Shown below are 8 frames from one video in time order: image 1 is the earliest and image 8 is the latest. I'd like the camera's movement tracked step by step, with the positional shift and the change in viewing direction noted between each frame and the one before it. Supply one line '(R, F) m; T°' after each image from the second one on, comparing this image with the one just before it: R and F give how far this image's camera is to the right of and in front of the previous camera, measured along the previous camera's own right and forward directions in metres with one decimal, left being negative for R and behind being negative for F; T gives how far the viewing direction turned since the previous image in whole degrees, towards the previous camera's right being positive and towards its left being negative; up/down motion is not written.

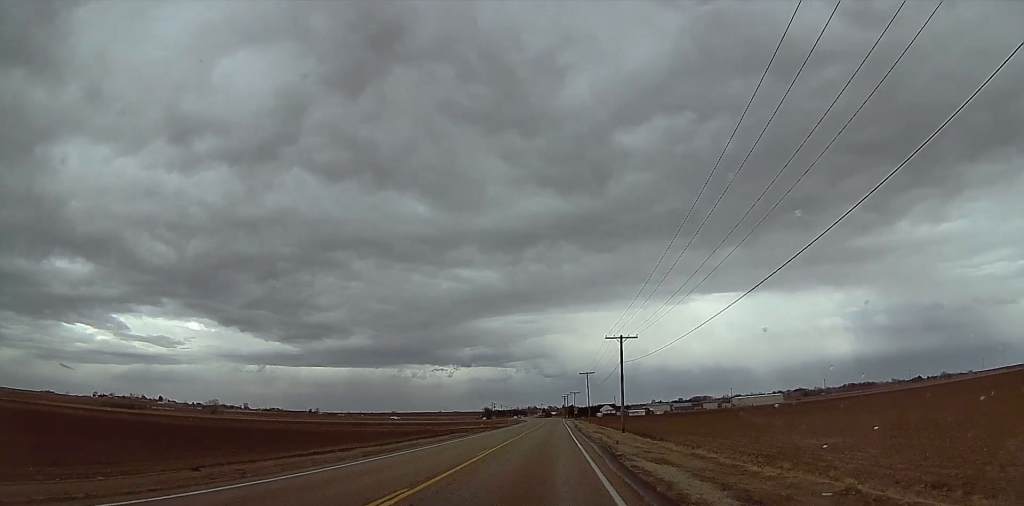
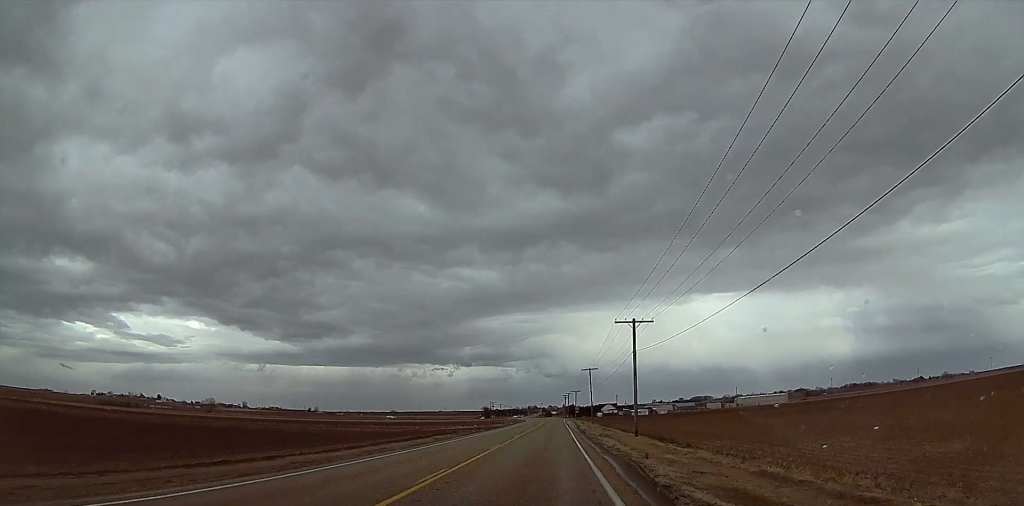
(+0.6, +10.5) m; +1°
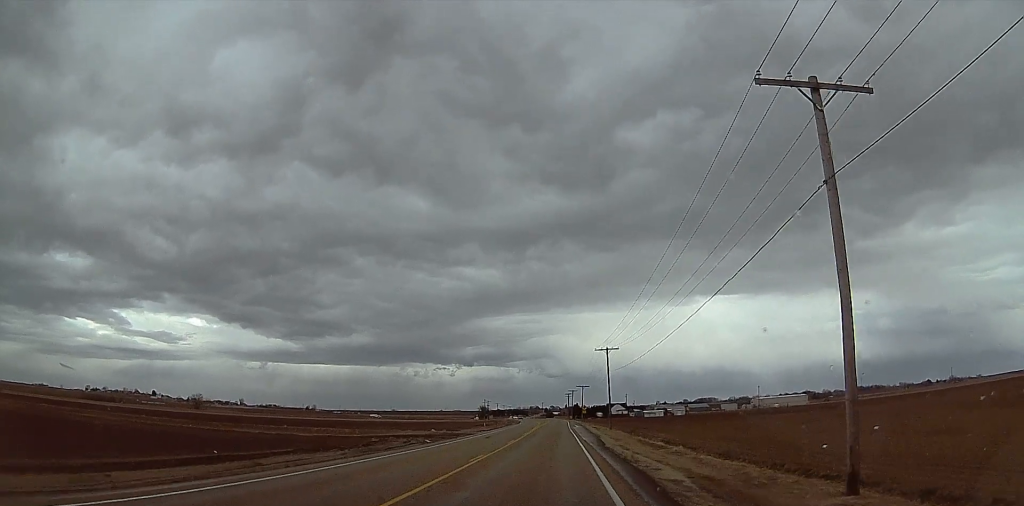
(+1.4, +39.0) m; +2°
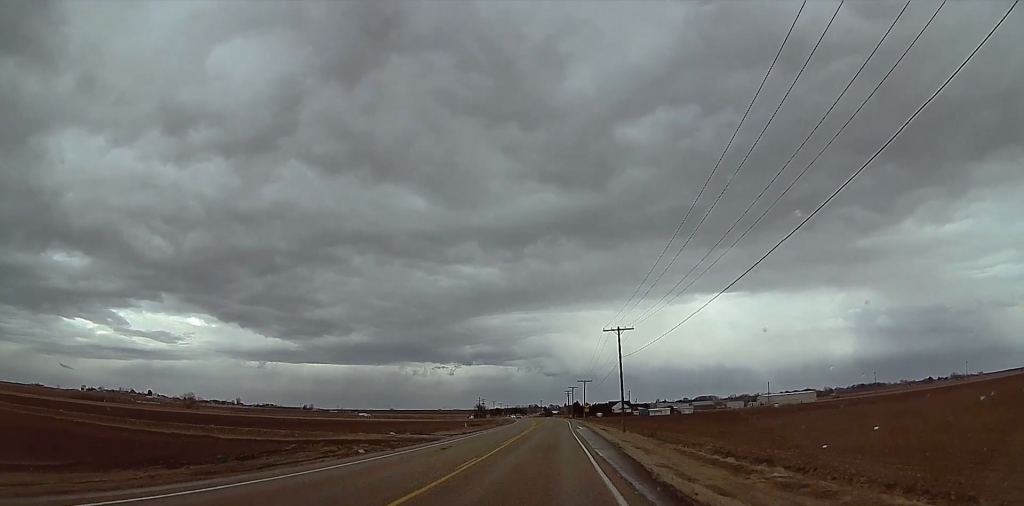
(0.0, +17.9) m; 0°
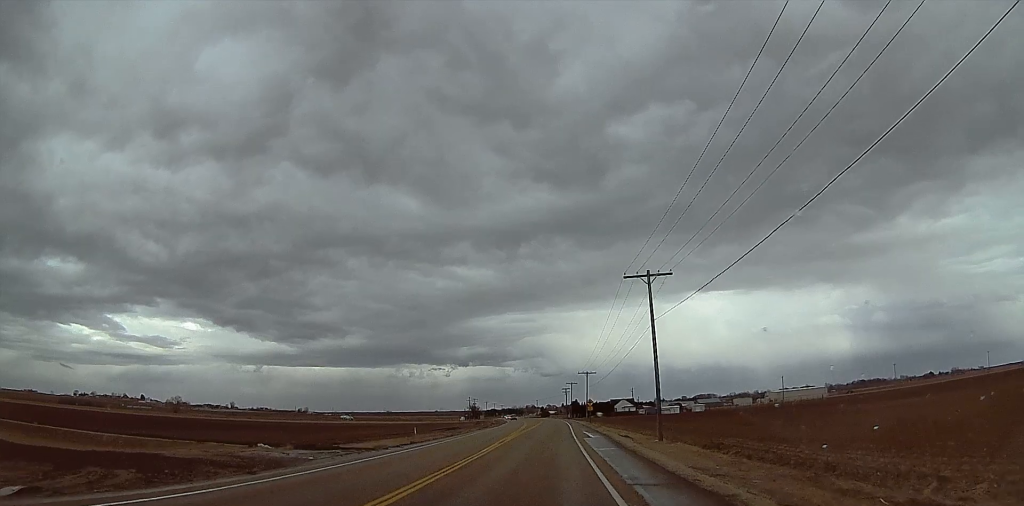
(0.0, +25.7) m; 0°
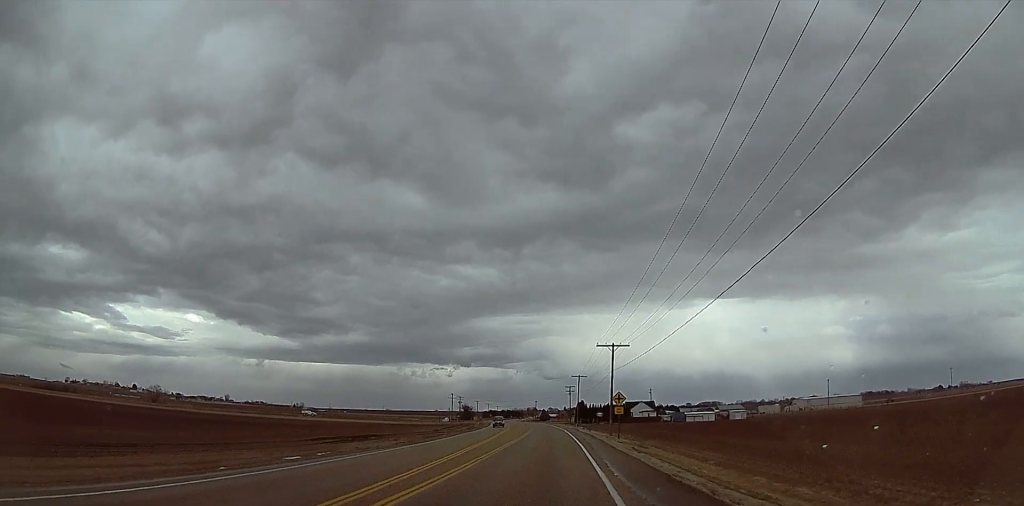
(0.0, +53.6) m; 0°
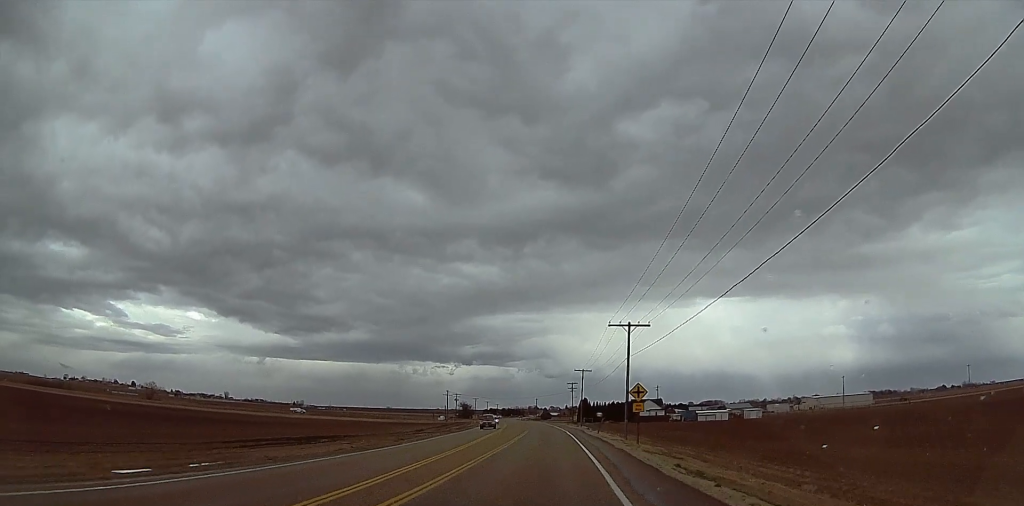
(0.0, +12.6) m; 0°
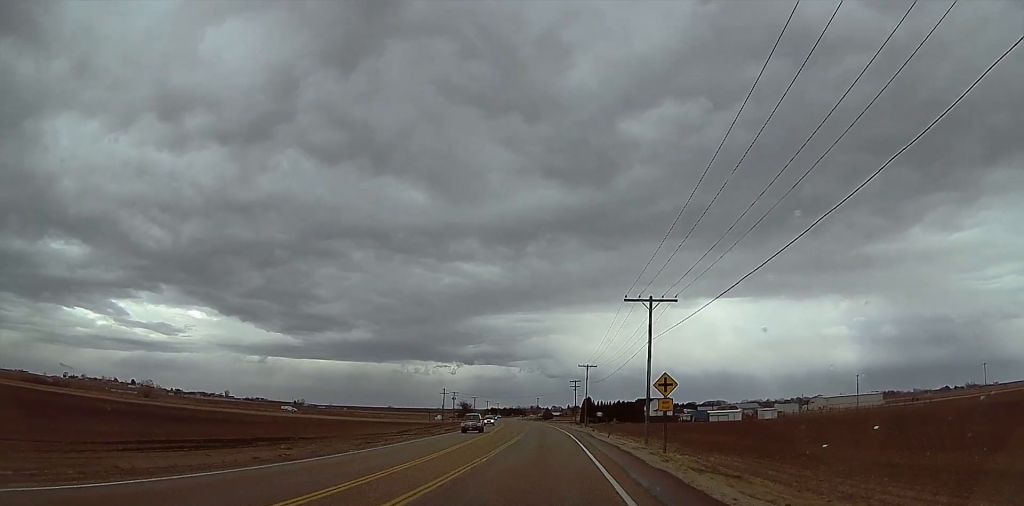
(0.0, +9.7) m; 0°
